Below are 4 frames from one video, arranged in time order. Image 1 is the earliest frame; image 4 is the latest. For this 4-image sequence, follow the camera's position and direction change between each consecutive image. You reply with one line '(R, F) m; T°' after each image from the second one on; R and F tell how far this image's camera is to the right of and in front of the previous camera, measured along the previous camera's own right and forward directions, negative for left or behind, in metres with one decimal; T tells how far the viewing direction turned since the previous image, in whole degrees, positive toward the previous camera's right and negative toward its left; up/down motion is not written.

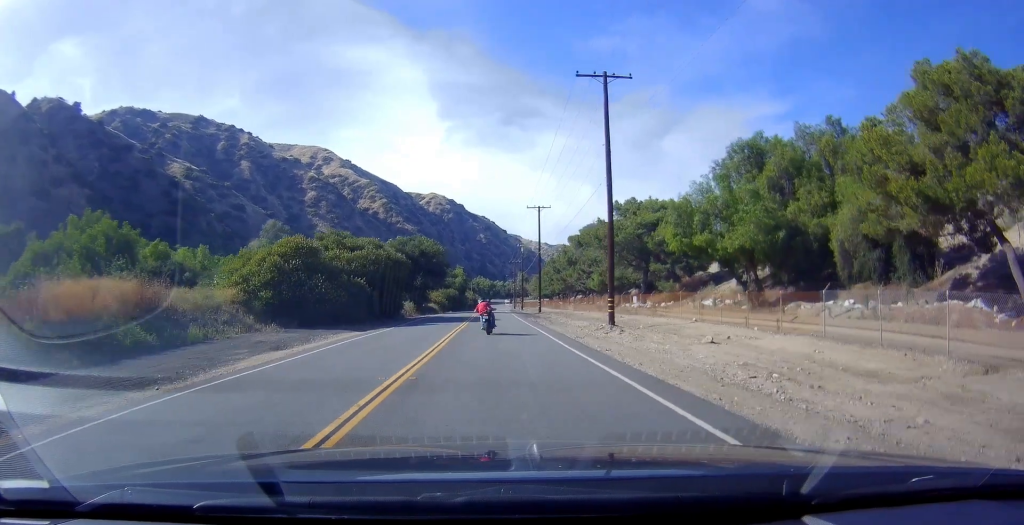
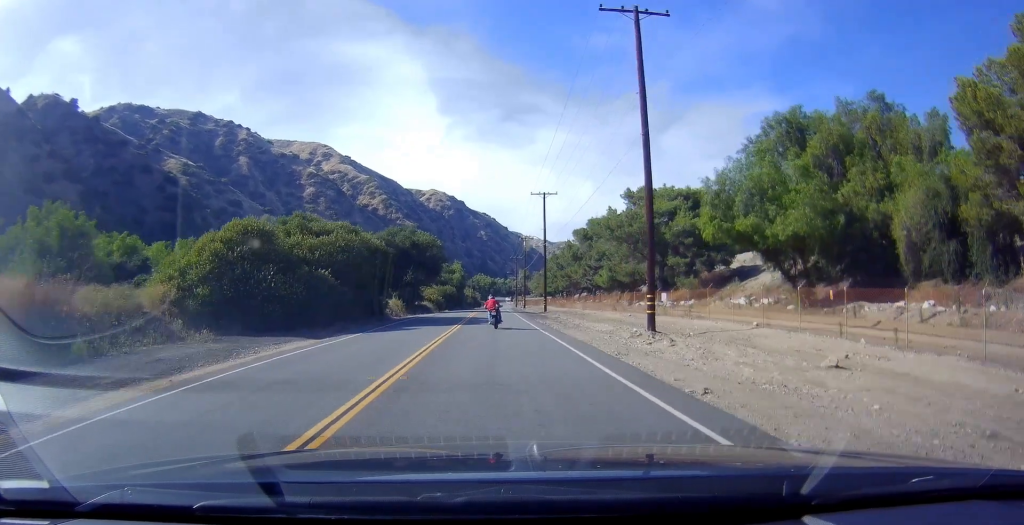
(-0.1, +8.0) m; 0°
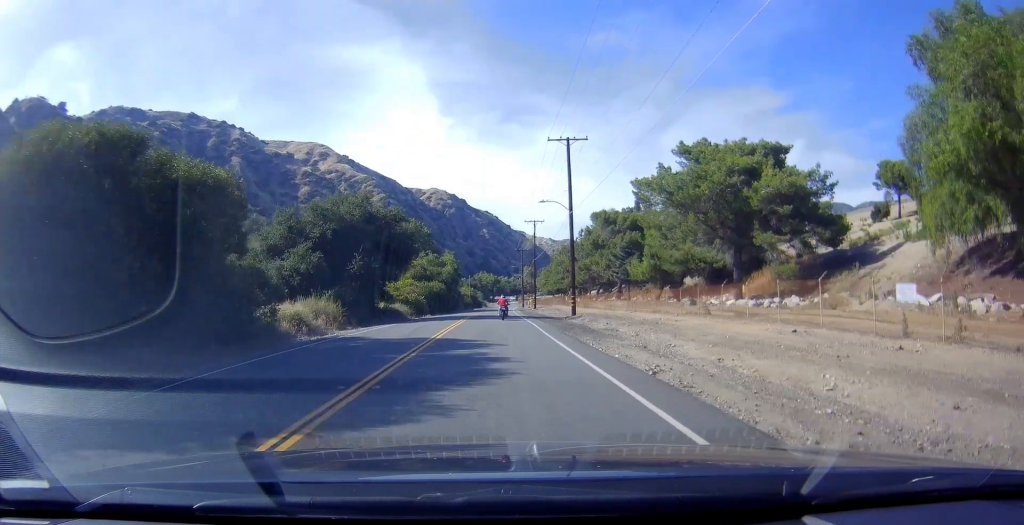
(+0.1, +22.5) m; +1°
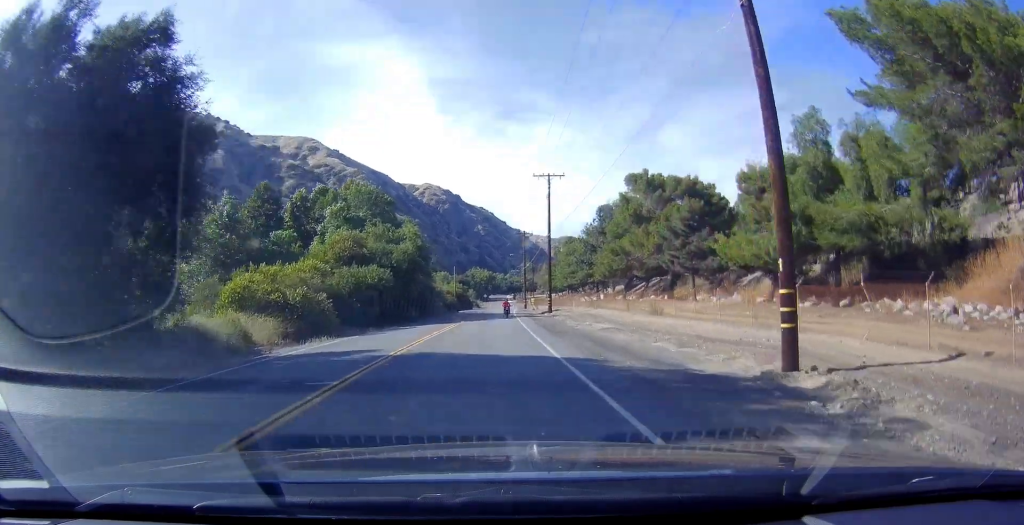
(-0.4, +33.5) m; -2°
